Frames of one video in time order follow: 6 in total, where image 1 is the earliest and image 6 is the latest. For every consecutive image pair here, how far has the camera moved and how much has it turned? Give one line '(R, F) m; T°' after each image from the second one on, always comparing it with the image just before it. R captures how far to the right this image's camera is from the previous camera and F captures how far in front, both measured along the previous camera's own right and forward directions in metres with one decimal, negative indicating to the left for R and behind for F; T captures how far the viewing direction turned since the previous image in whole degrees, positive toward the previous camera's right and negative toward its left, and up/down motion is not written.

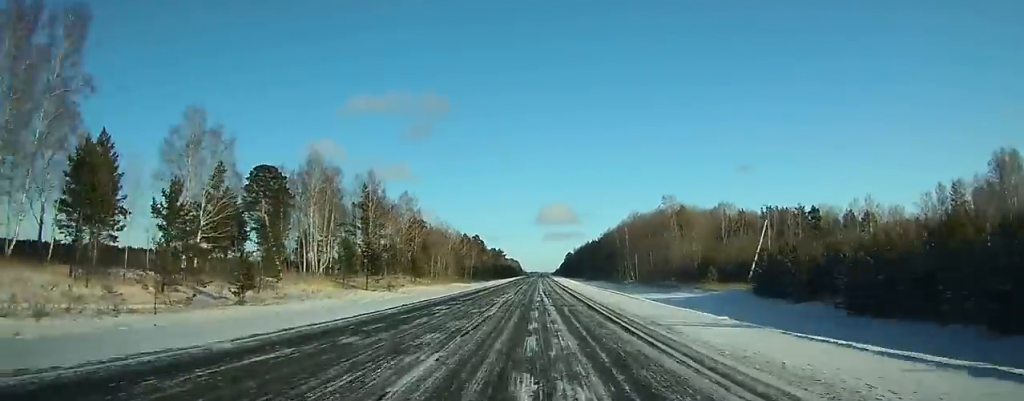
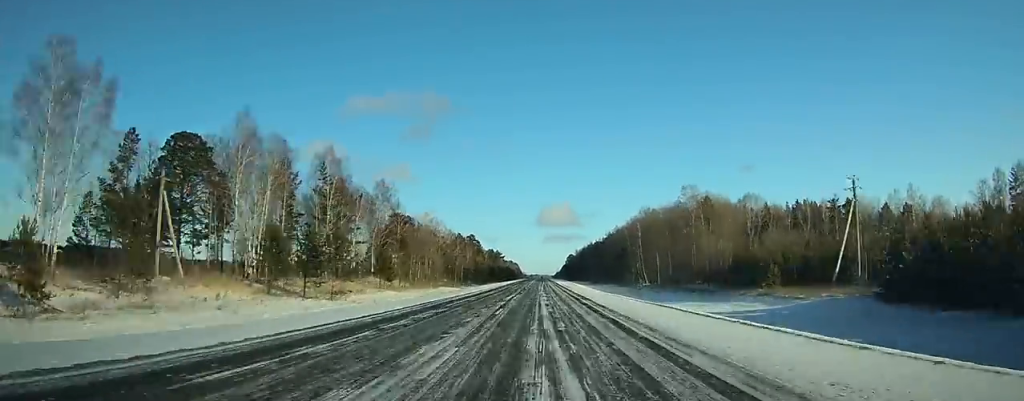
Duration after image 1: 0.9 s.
(-0.1, +22.9) m; 0°
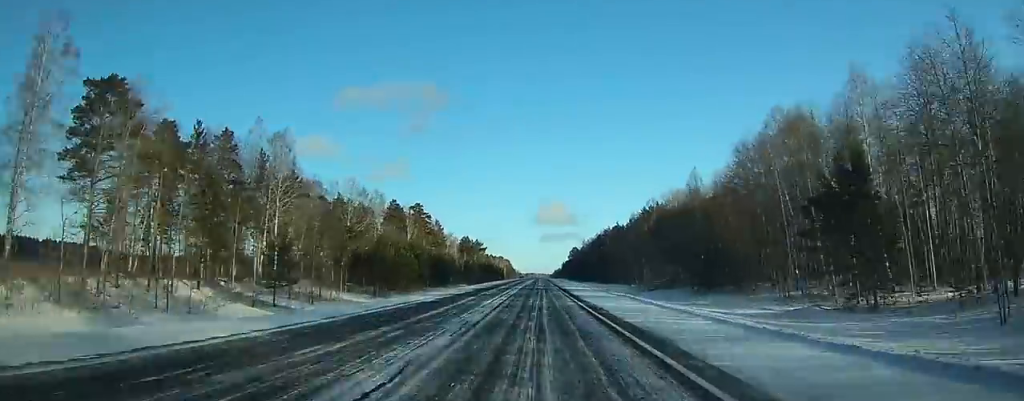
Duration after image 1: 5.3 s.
(+0.3, +117.7) m; 0°
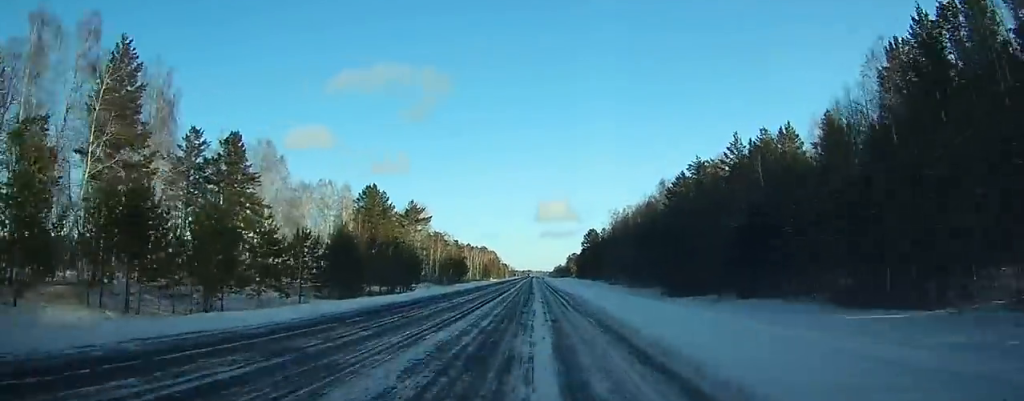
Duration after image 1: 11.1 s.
(-0.4, +156.7) m; 0°
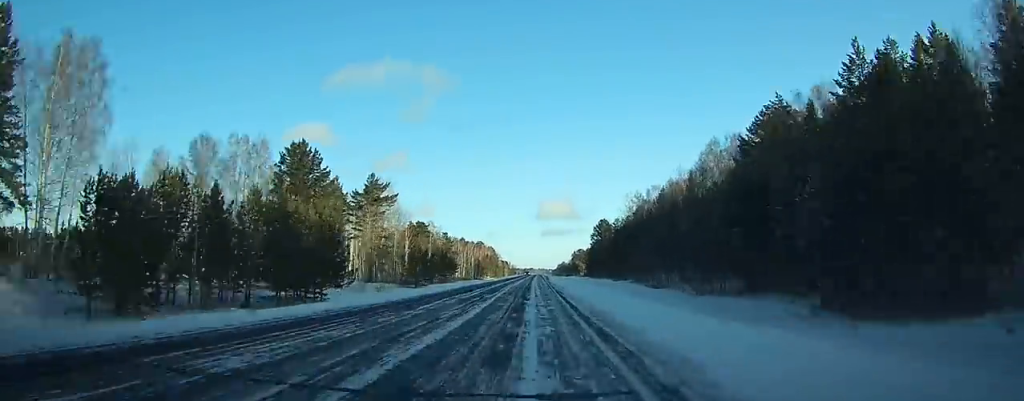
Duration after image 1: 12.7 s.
(0.0, +40.4) m; 0°
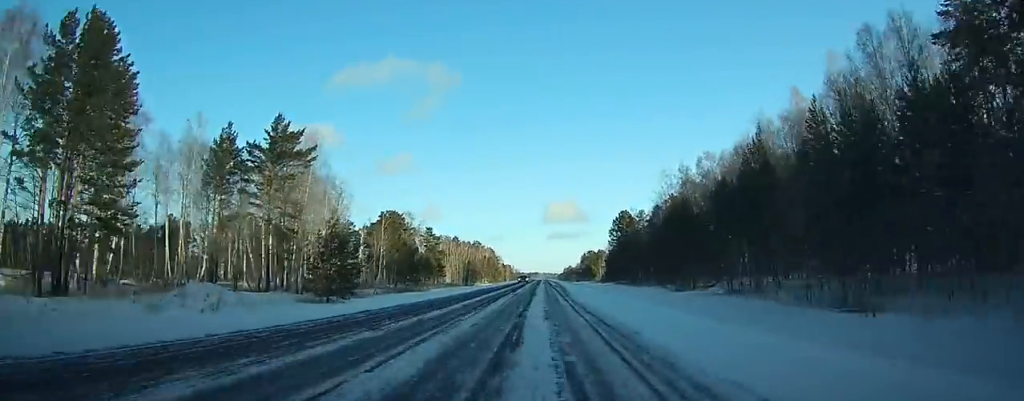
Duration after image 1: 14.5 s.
(-0.2, +47.0) m; -1°
